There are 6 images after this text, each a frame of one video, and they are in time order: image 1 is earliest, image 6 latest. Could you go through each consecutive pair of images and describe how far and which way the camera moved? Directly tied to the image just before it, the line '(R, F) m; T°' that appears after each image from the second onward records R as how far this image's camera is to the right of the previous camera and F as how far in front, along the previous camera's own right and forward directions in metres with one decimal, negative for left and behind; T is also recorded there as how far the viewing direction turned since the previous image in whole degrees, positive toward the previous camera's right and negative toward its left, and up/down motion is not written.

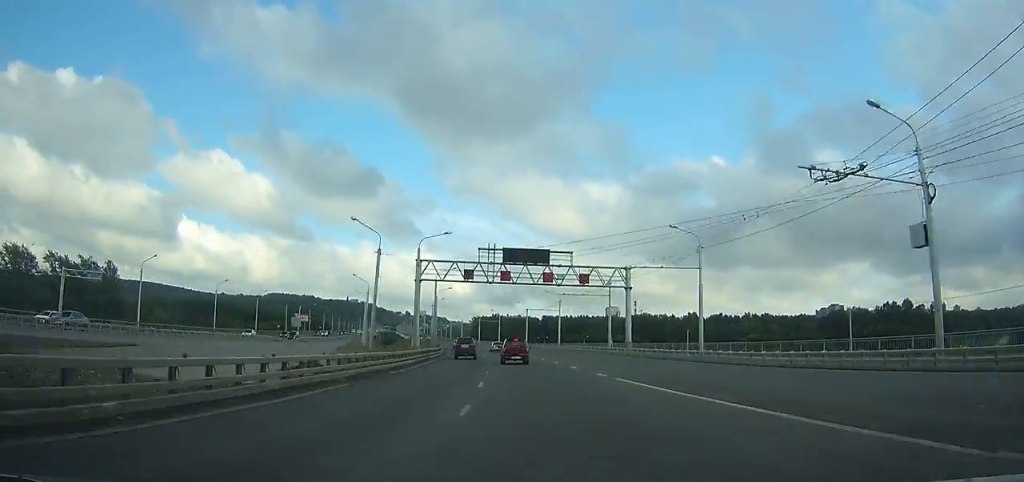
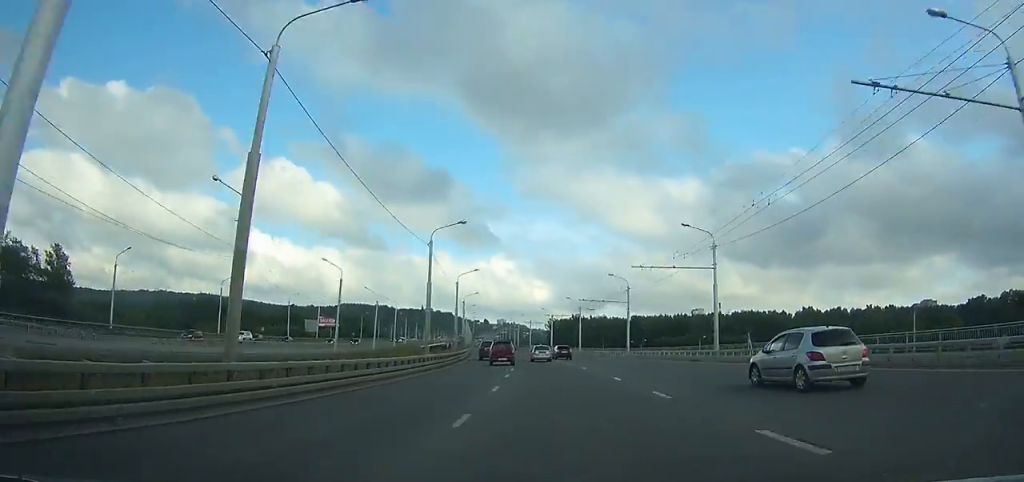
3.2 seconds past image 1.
(-3.0, +55.6) m; -5°
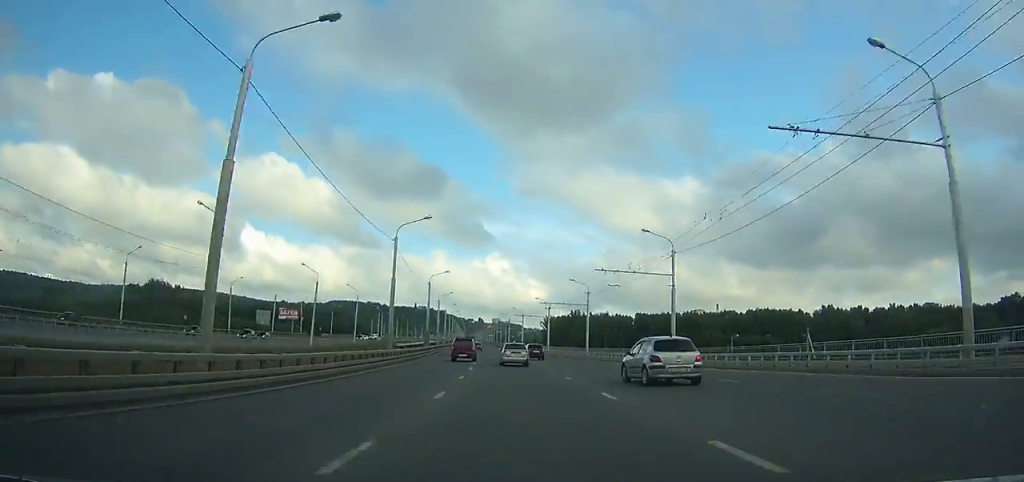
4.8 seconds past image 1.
(-0.6, +27.5) m; -2°
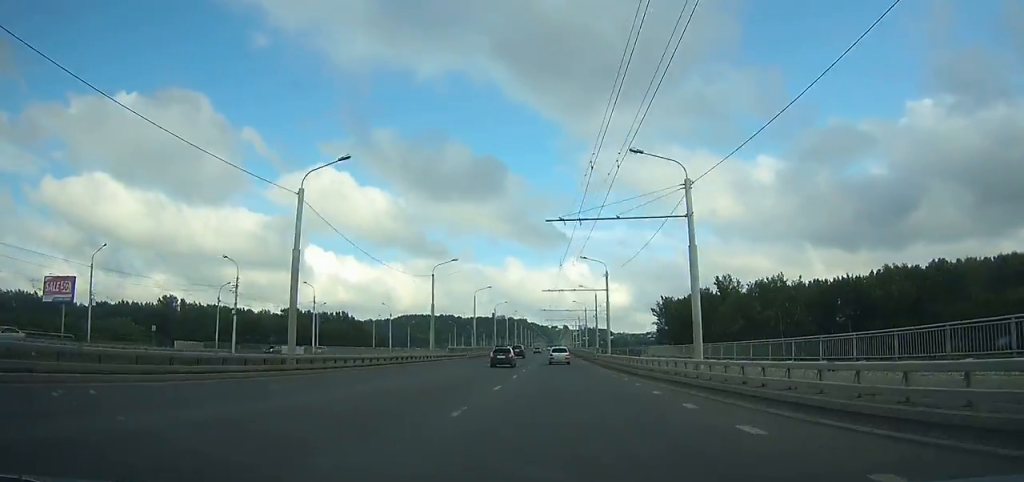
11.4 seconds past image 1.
(-8.3, +114.9) m; -7°
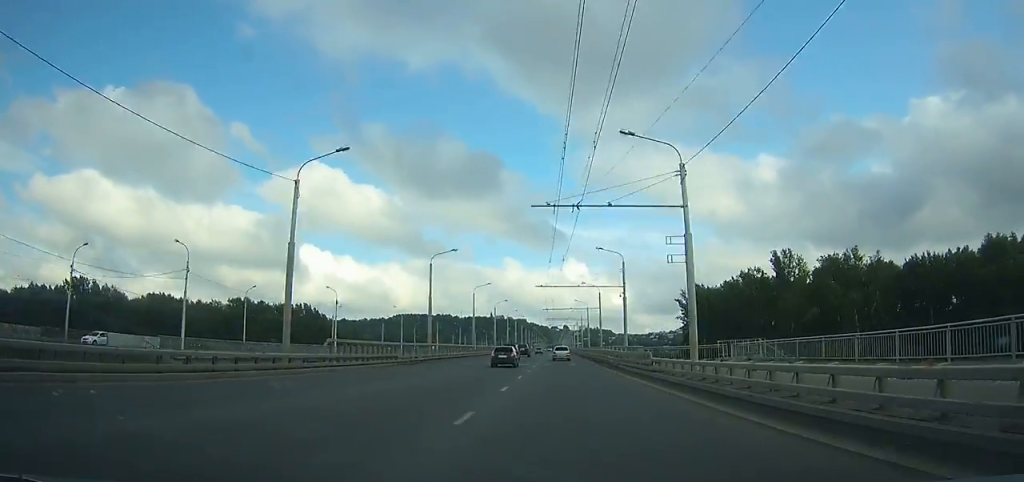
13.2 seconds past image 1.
(-0.2, +33.2) m; 0°
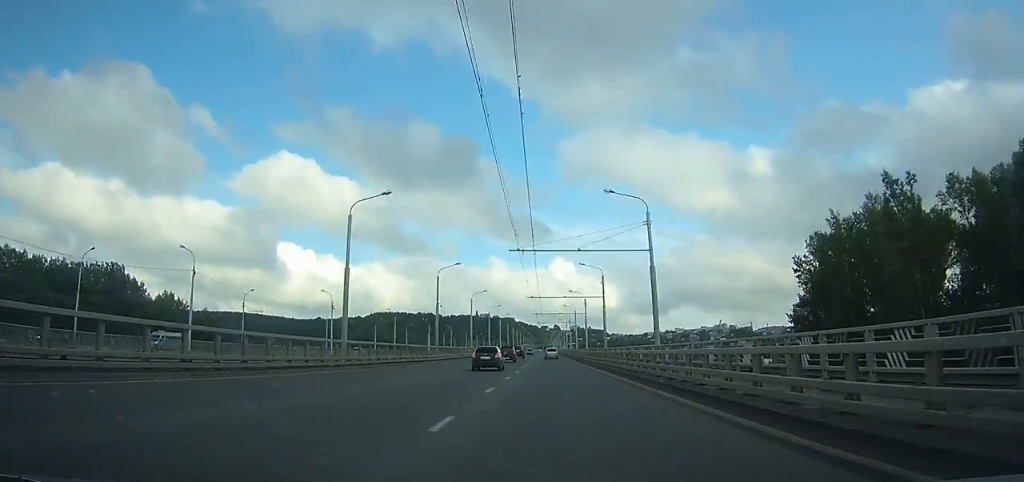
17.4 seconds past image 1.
(+0.2, +80.5) m; 0°
